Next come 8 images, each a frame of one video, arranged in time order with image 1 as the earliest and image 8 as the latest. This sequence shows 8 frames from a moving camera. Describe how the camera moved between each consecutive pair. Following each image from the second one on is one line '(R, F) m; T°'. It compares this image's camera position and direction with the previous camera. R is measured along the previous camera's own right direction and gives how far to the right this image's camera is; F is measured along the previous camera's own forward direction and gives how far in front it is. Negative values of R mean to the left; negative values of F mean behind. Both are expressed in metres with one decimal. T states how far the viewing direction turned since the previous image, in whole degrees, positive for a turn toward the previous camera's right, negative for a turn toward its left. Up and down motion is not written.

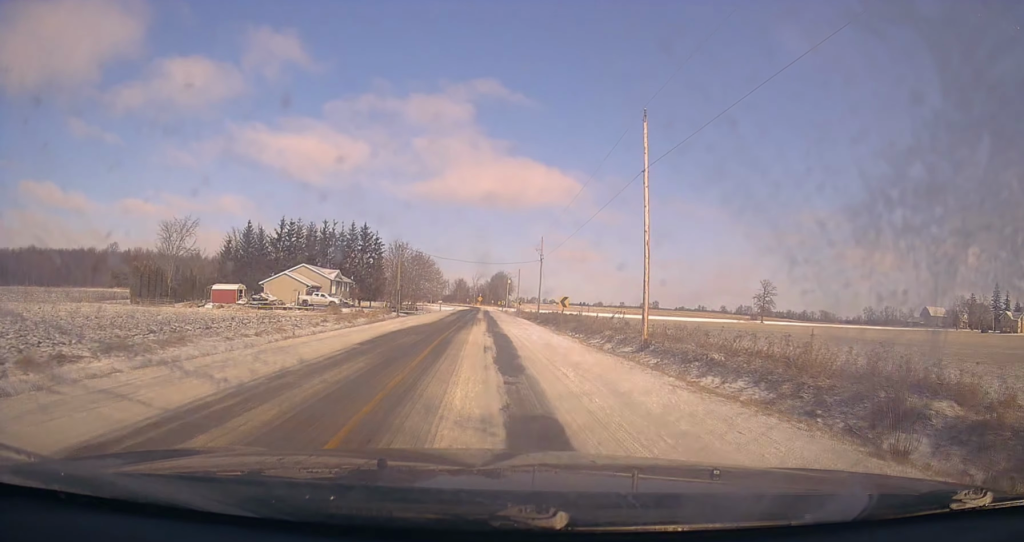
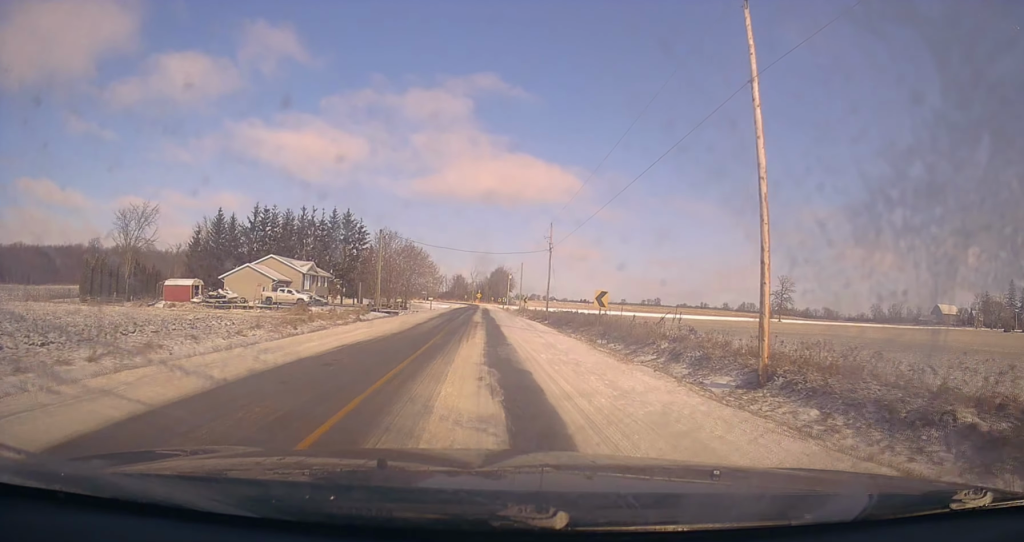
(+0.1, +12.7) m; 0°
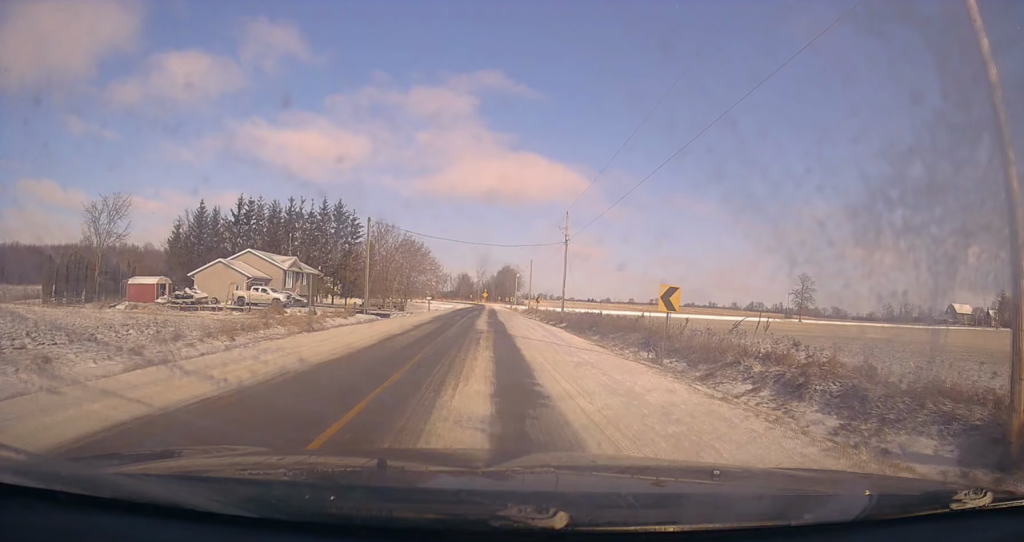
(0.0, +9.4) m; 0°
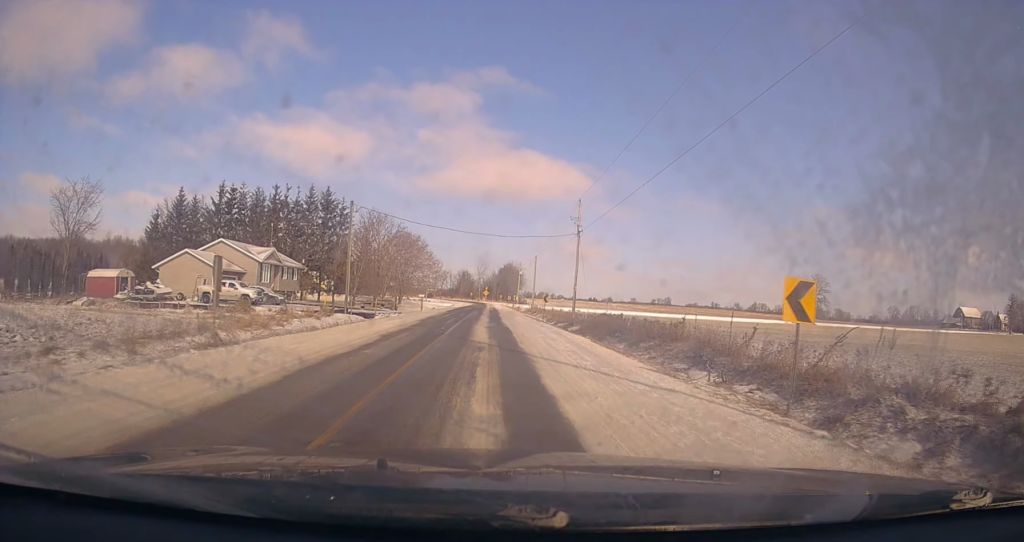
(0.0, +7.2) m; 0°
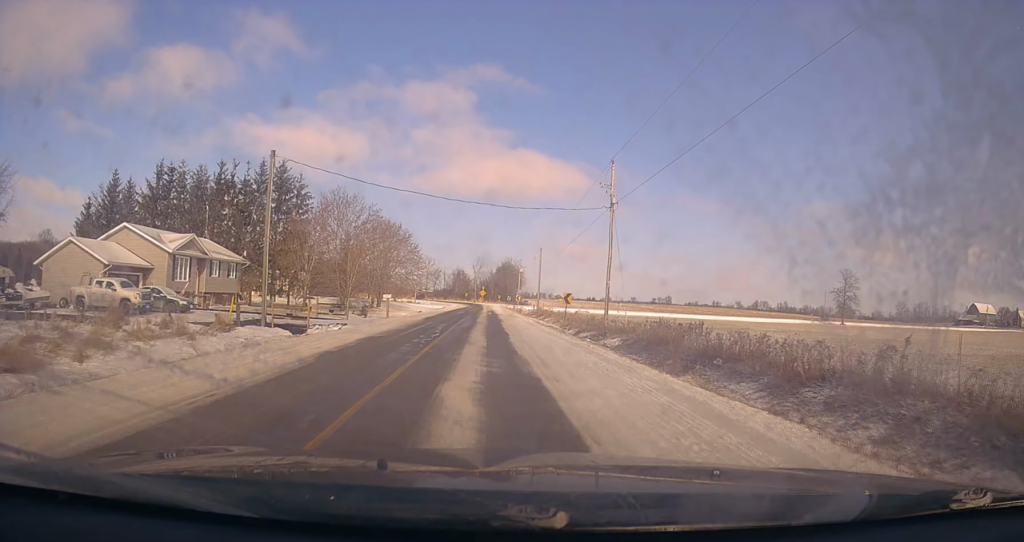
(+0.2, +17.0) m; -1°
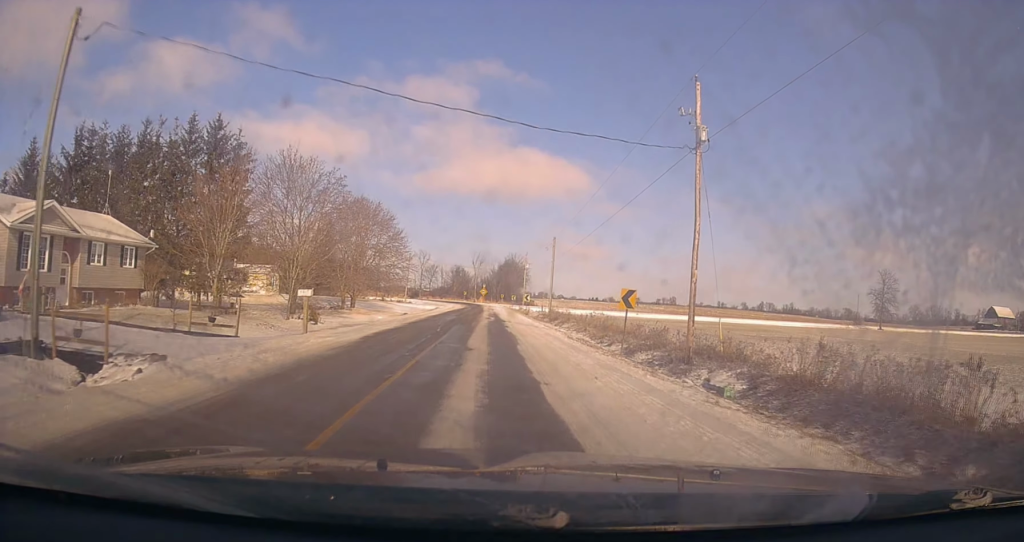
(-0.3, +16.5) m; -1°
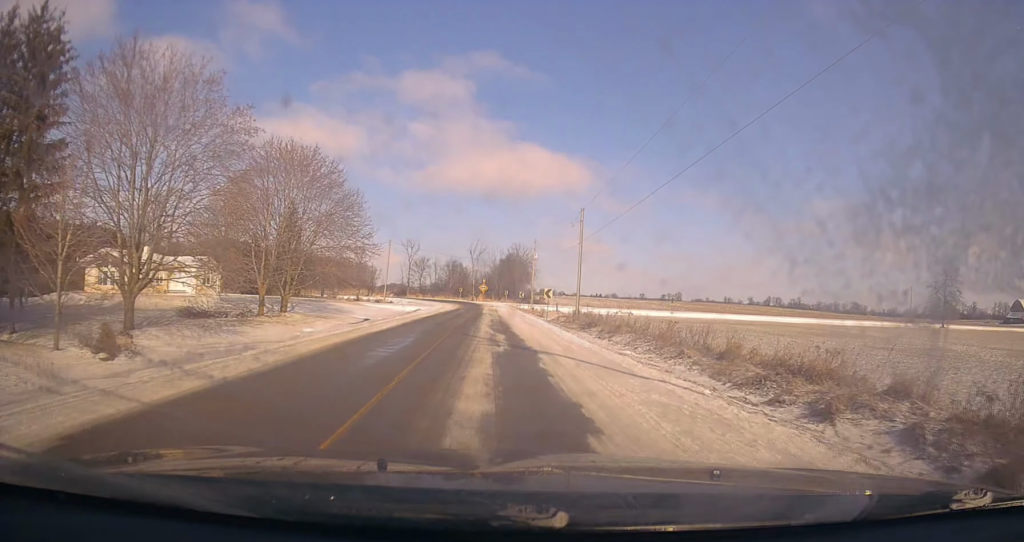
(0.0, +23.3) m; 0°
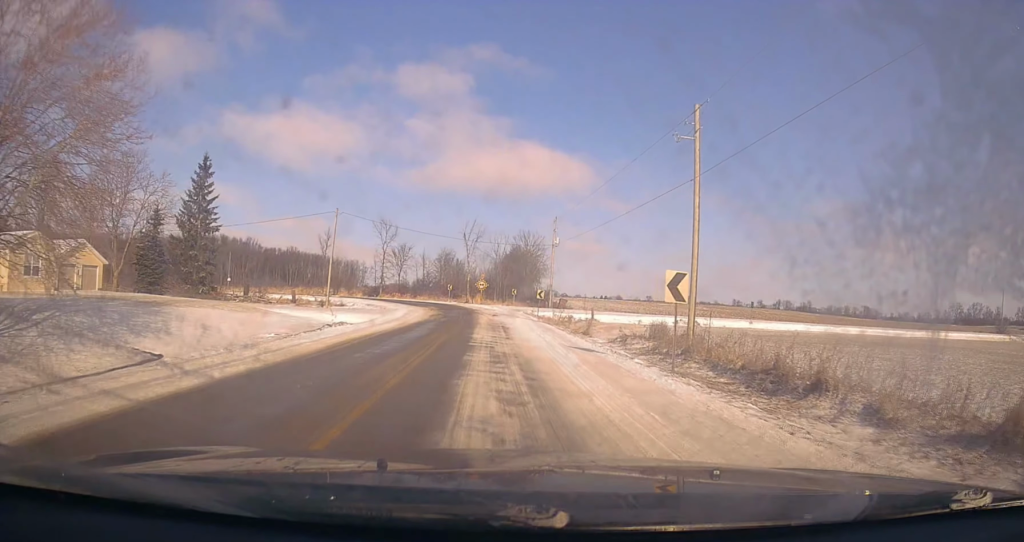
(0.0, +31.1) m; 0°
